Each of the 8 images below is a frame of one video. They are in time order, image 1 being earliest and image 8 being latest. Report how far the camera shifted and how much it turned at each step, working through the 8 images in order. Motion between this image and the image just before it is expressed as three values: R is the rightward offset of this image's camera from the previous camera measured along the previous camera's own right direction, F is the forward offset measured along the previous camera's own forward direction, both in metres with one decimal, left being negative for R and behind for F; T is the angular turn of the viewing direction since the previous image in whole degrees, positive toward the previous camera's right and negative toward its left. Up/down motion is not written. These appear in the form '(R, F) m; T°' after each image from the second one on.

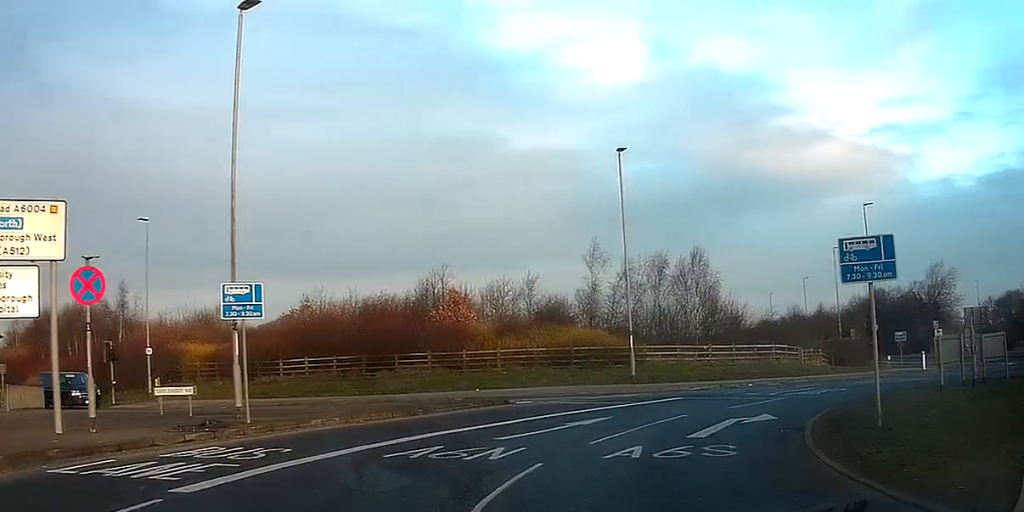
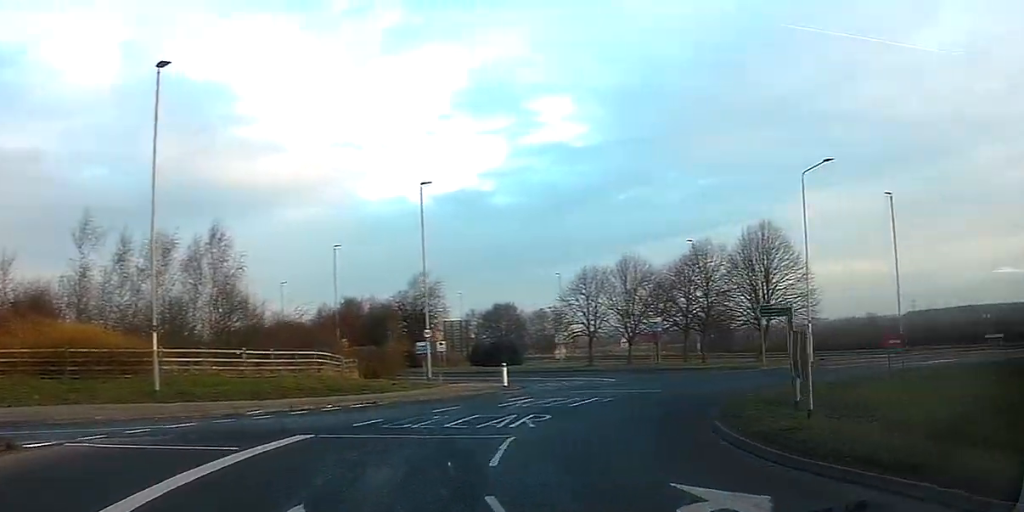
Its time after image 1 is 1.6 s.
(+2.4, +12.7) m; +25°
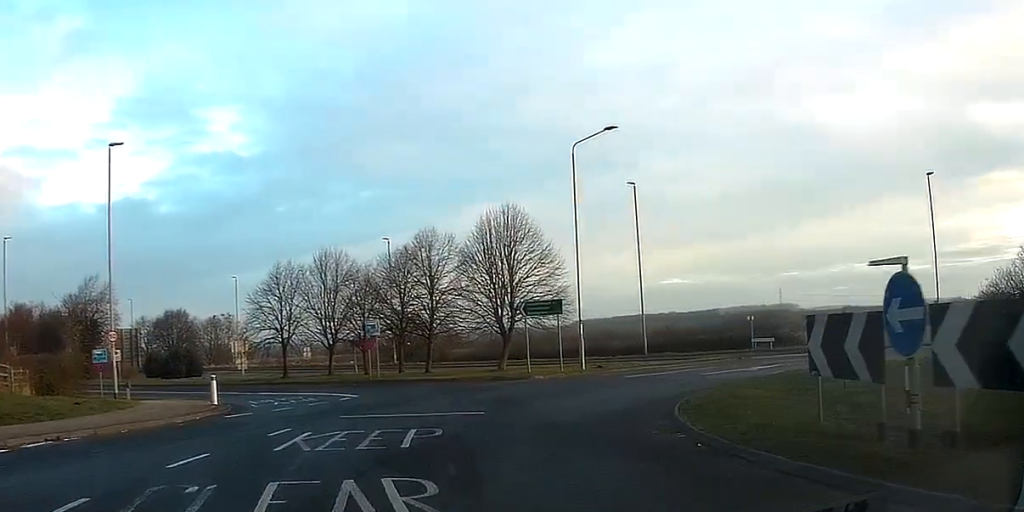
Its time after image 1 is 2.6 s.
(+1.6, +9.8) m; +20°
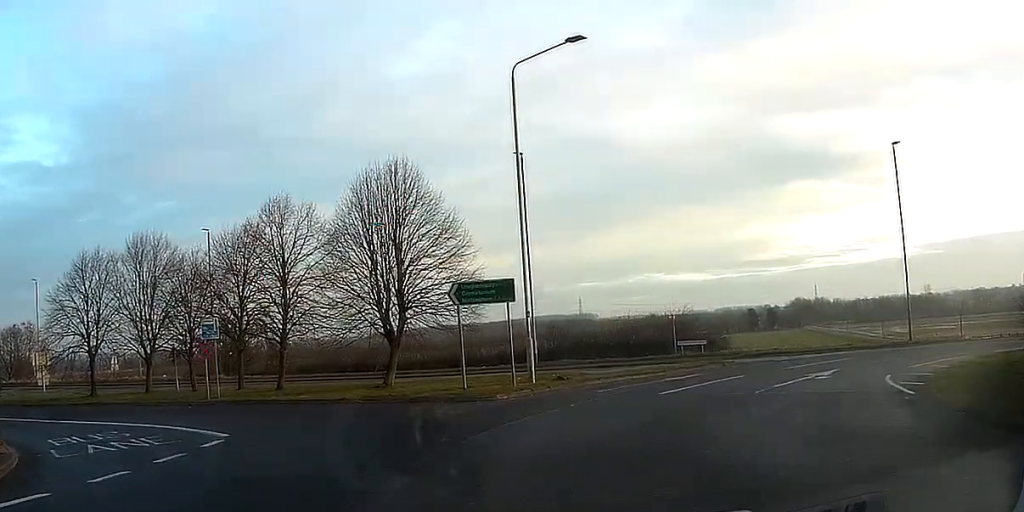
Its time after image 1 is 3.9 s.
(+2.2, +13.2) m; +13°
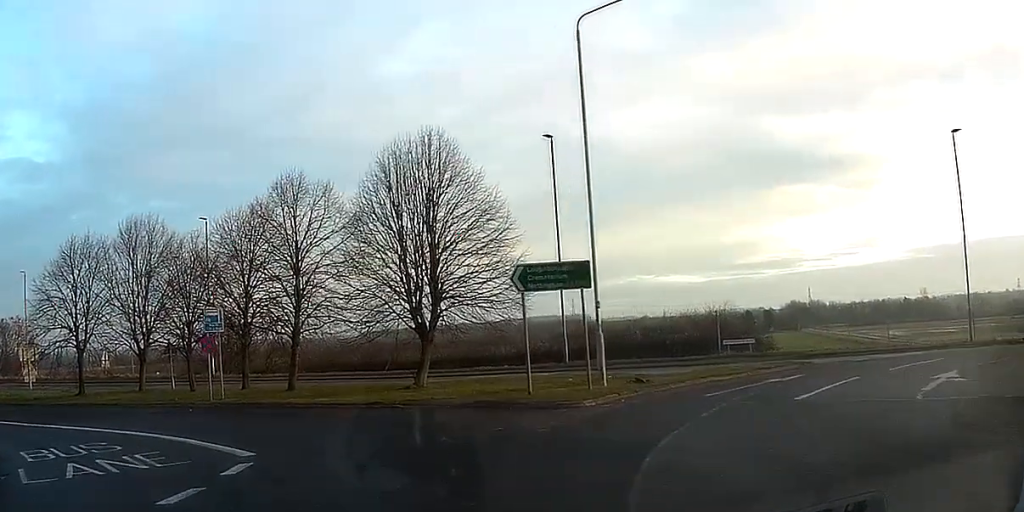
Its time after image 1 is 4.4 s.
(+0.1, +4.9) m; 0°
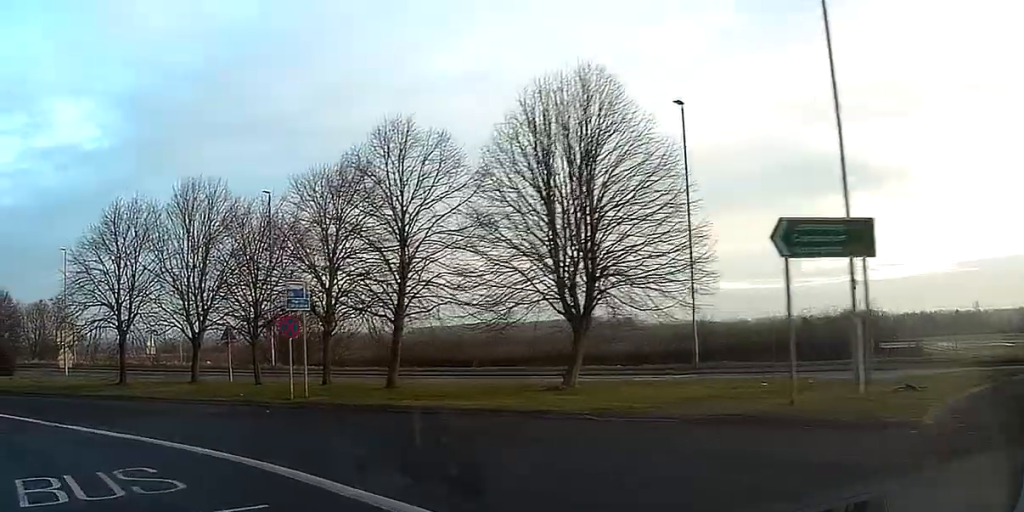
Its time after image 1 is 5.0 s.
(+0.1, +7.8) m; -2°
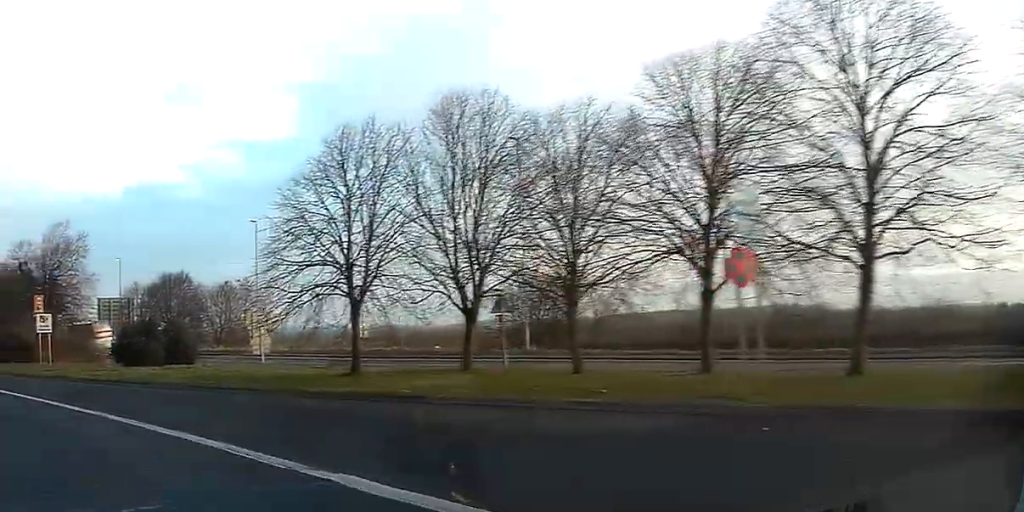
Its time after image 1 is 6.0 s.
(-0.7, +12.9) m; -8°
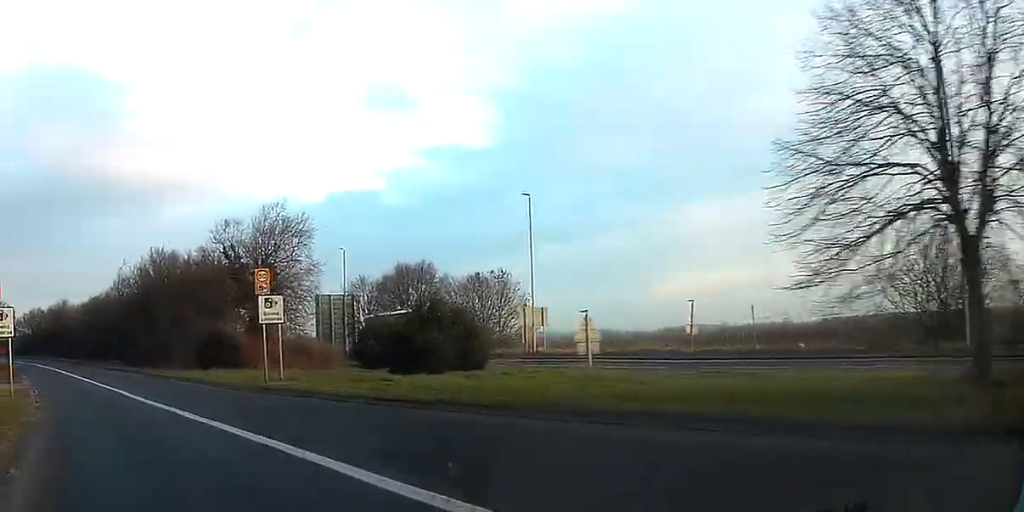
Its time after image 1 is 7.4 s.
(-1.9, +17.5) m; -10°
